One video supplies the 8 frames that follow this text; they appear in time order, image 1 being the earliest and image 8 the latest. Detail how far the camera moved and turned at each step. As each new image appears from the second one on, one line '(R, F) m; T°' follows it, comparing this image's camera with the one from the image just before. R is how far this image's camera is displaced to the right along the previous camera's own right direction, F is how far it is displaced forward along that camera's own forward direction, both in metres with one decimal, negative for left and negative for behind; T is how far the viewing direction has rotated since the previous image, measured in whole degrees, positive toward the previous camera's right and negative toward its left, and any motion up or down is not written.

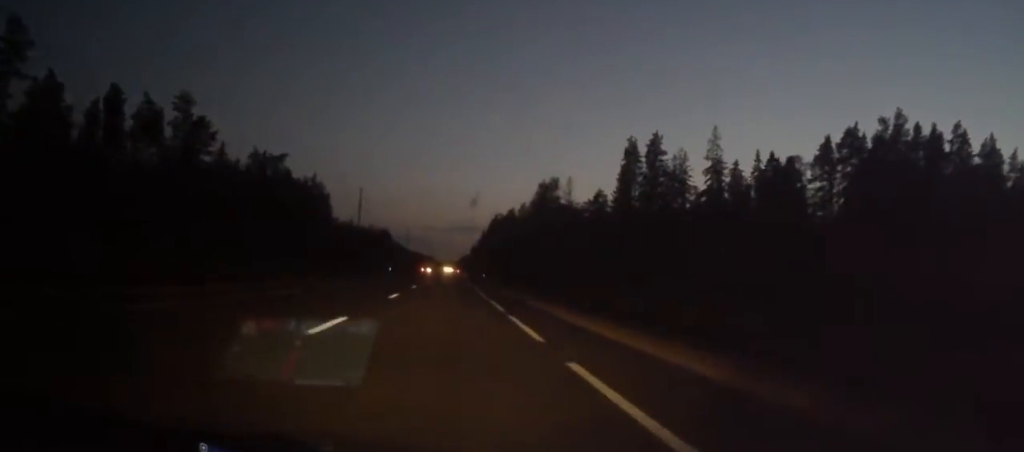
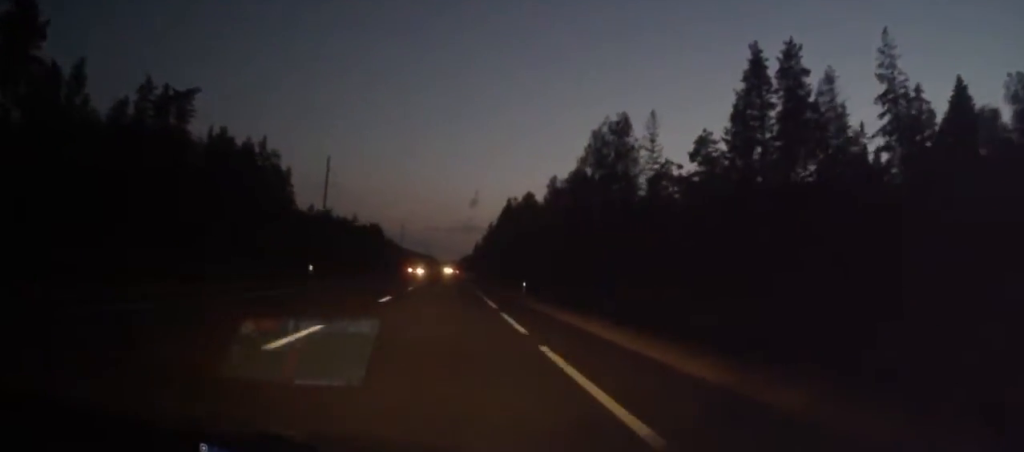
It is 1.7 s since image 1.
(+0.3, +49.8) m; +1°
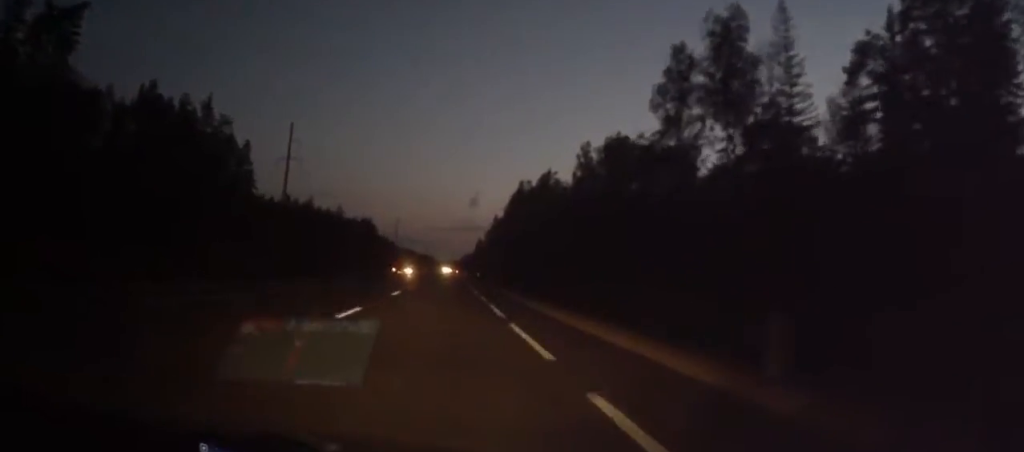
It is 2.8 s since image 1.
(+0.1, +30.7) m; 0°
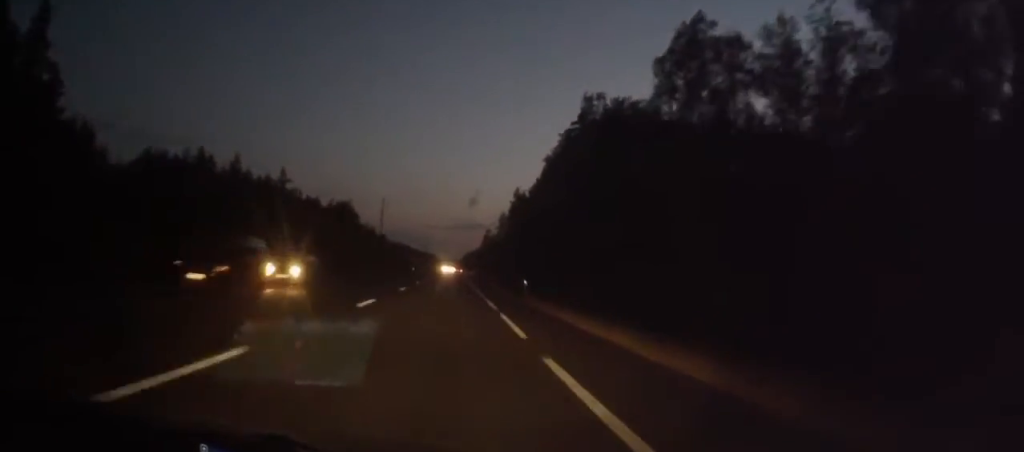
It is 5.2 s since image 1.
(0.0, +68.6) m; 0°
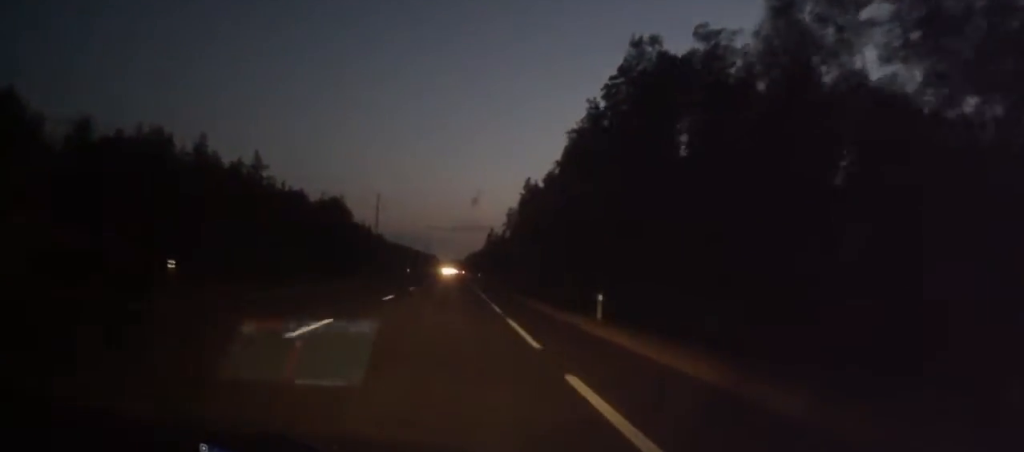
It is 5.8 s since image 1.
(-0.4, +19.3) m; 0°
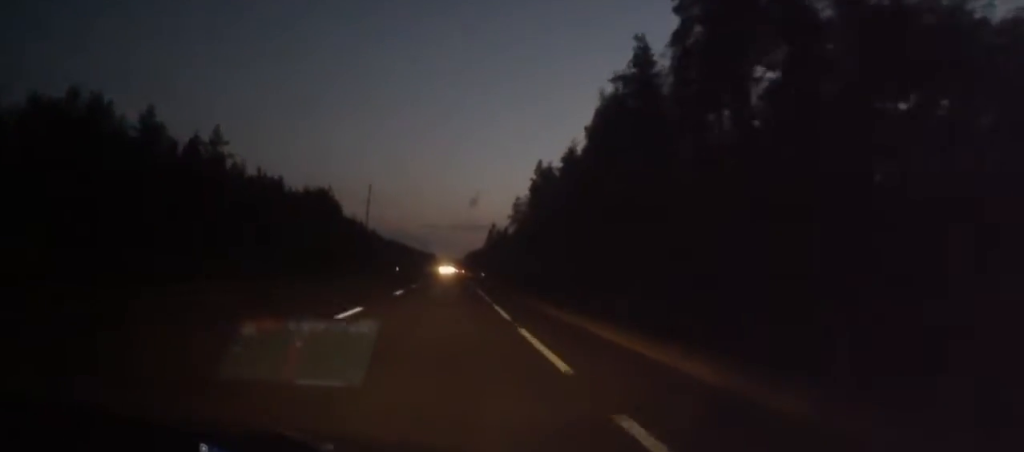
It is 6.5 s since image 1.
(-0.1, +20.2) m; 0°
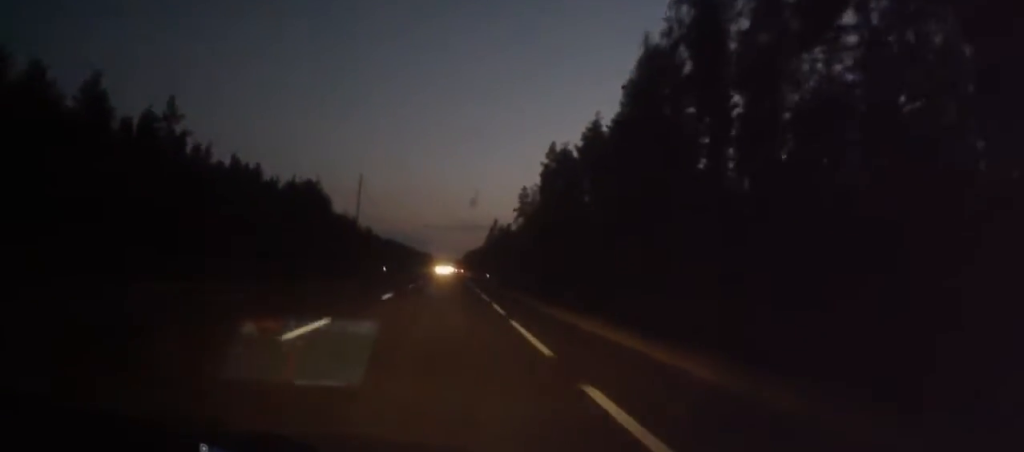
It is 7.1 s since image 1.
(+0.1, +16.4) m; 0°
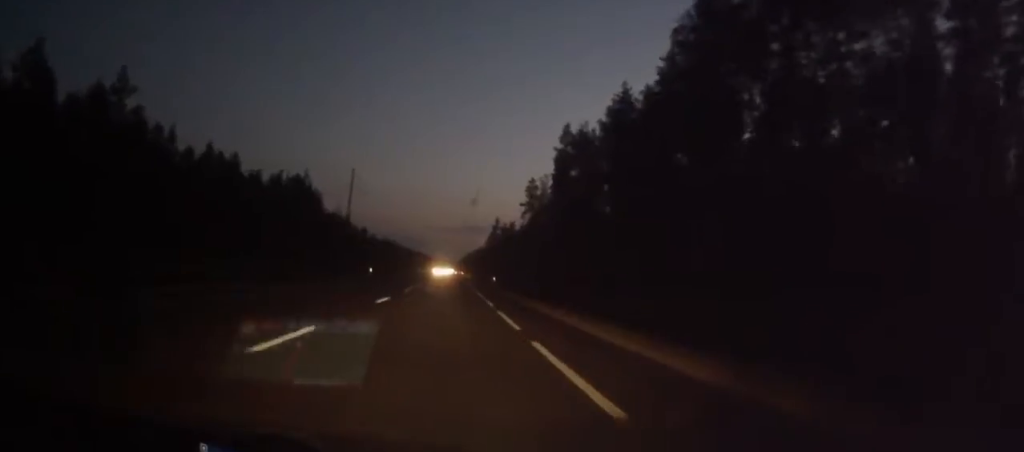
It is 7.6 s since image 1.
(0.0, +13.5) m; 0°
